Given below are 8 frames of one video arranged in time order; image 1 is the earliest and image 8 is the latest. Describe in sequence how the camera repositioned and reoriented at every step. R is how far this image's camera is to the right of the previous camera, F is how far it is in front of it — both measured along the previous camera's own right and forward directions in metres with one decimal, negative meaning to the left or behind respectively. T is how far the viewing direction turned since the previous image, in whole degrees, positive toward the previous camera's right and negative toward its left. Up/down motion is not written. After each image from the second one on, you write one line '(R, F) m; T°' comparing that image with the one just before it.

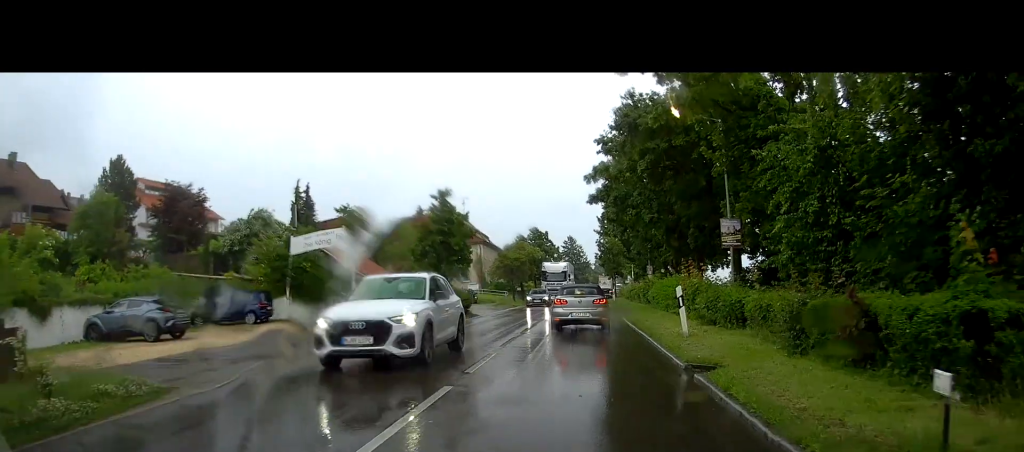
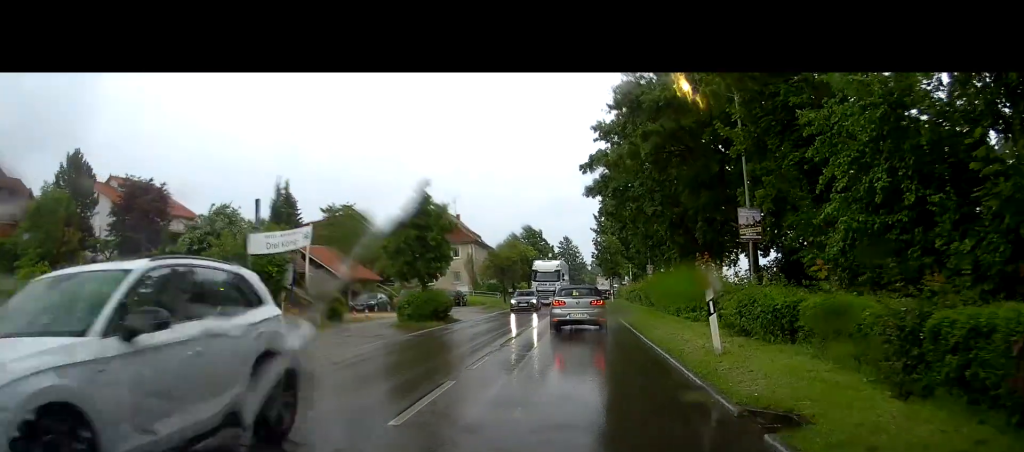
(0.0, +3.7) m; +1°
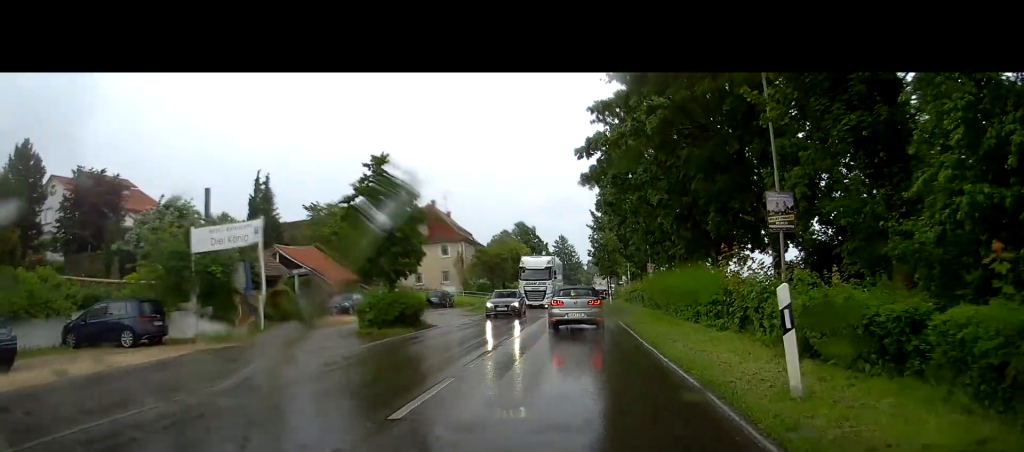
(+0.2, +3.9) m; +2°
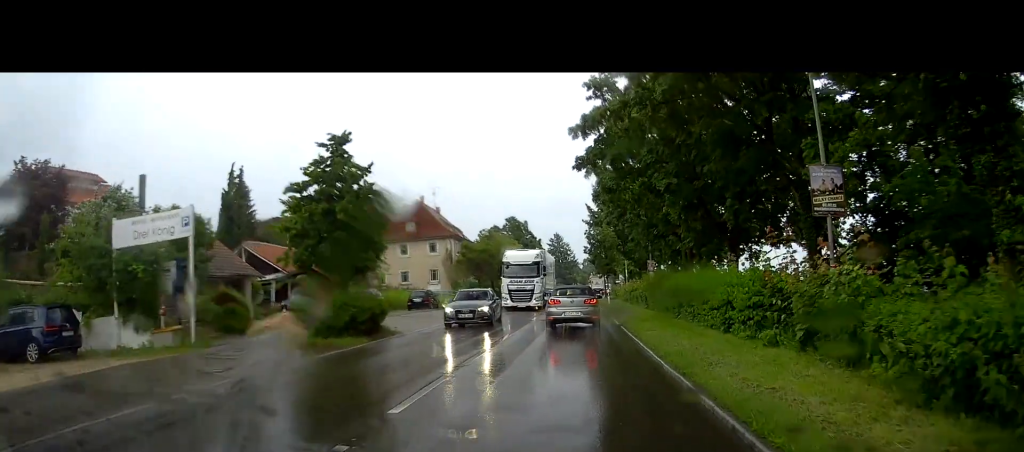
(0.0, +4.0) m; 0°
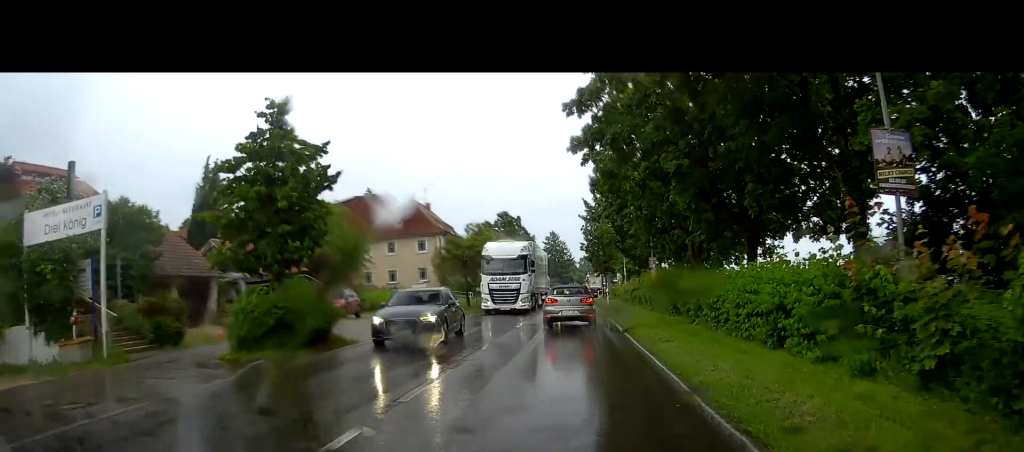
(0.0, +3.6) m; 0°
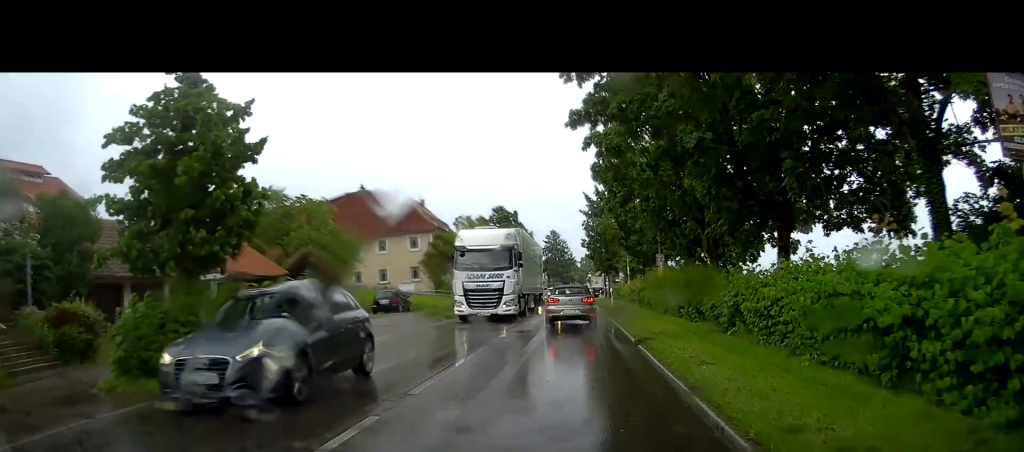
(0.0, +3.9) m; 0°
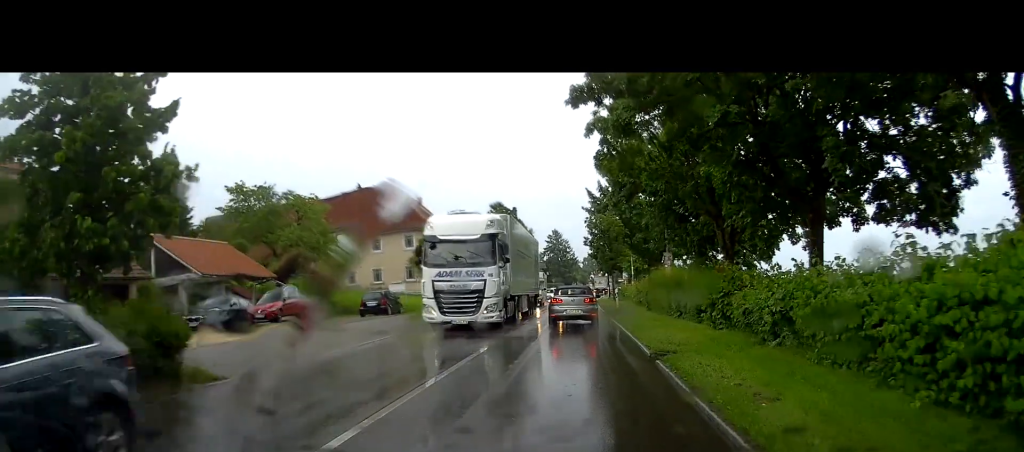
(0.0, +2.8) m; 0°
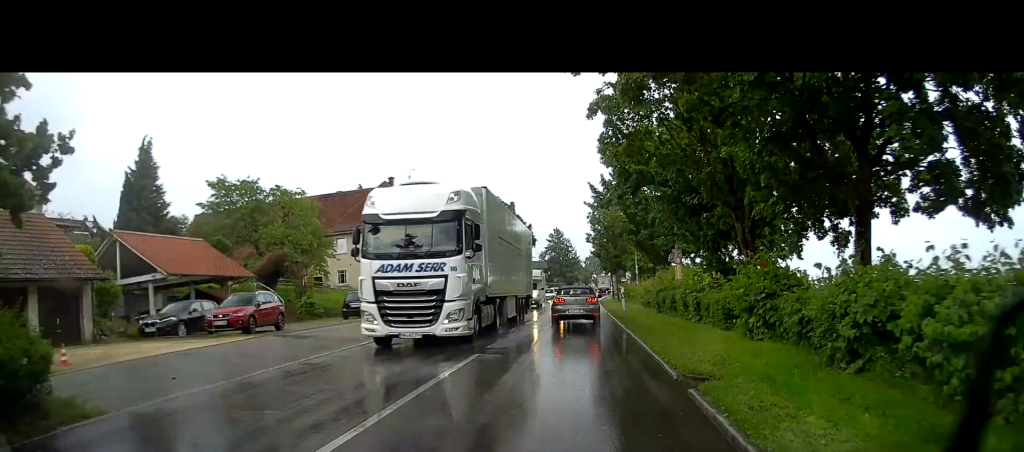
(0.0, +3.1) m; -1°
